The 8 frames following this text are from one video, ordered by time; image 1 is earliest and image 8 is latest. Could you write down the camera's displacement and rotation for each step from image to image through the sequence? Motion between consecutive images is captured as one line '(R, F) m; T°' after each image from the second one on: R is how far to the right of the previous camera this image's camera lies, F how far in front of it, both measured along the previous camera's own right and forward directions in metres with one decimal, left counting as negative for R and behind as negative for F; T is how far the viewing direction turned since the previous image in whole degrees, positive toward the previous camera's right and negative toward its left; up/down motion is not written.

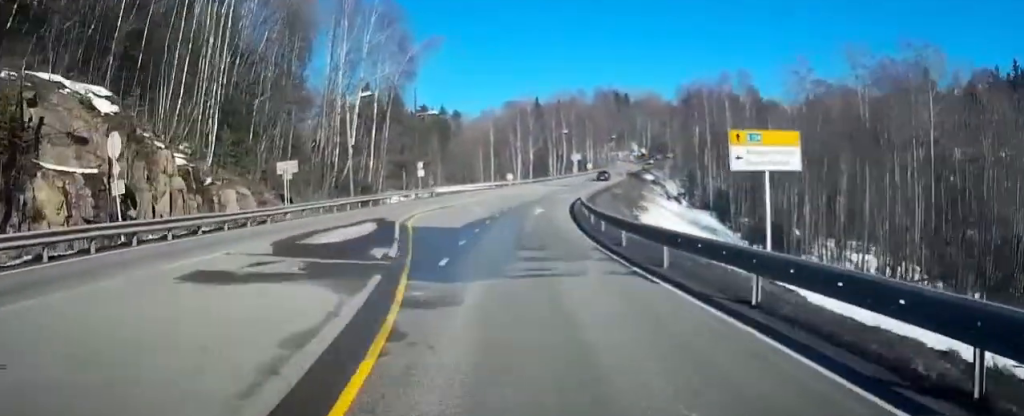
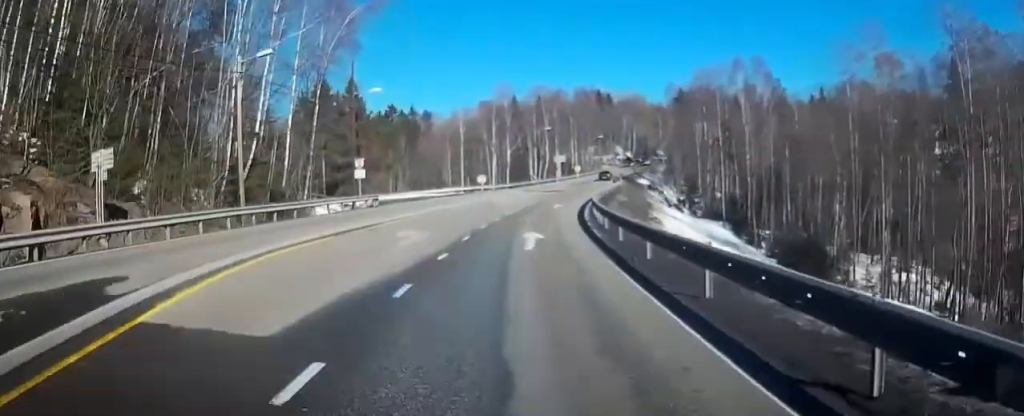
(0.0, +16.1) m; +2°
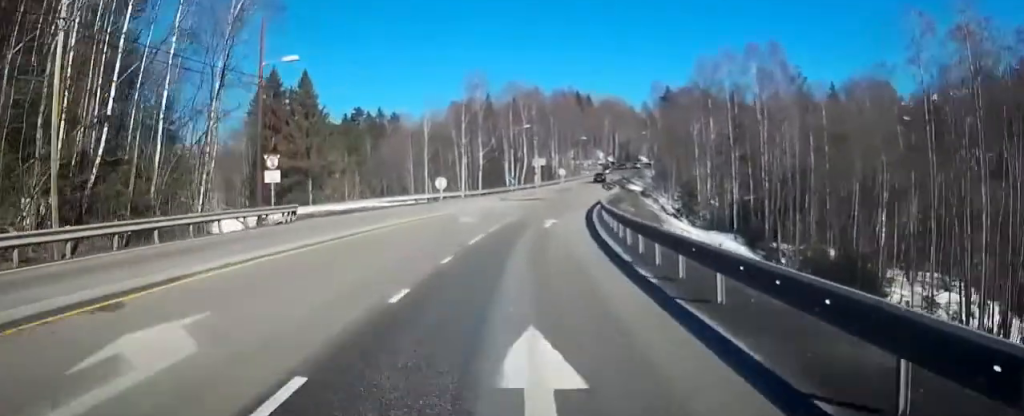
(+0.3, +12.9) m; +2°
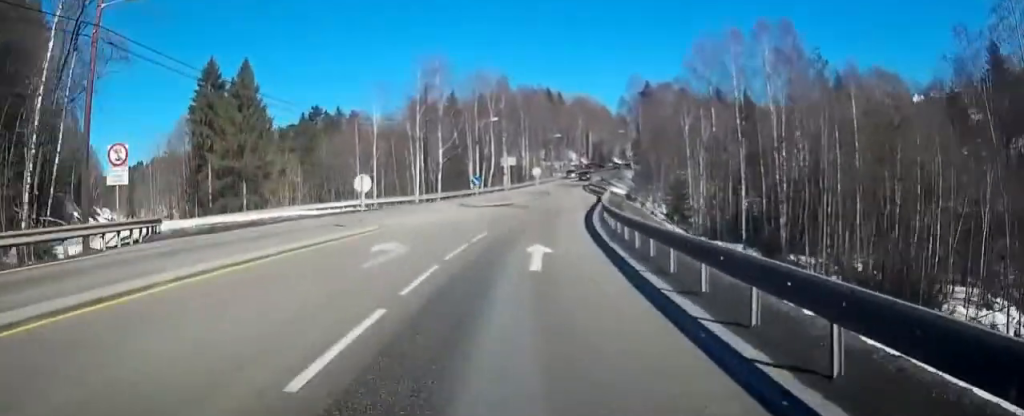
(+0.3, +11.7) m; +3°
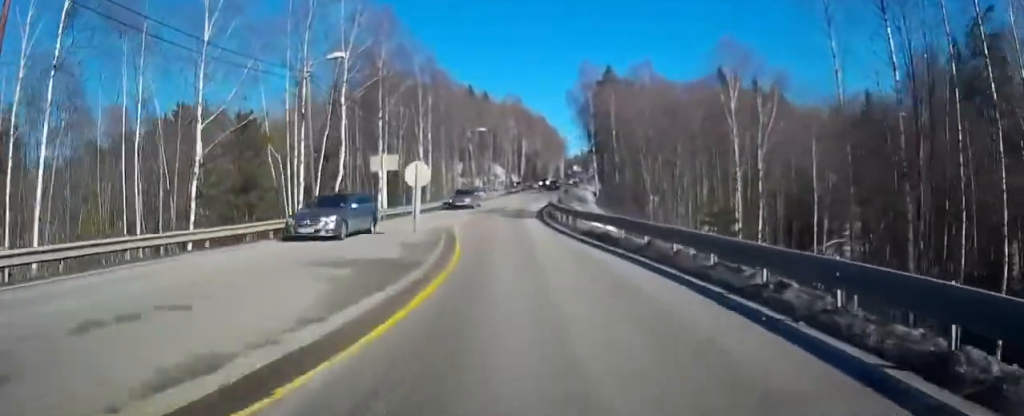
(+3.8, +41.3) m; +7°
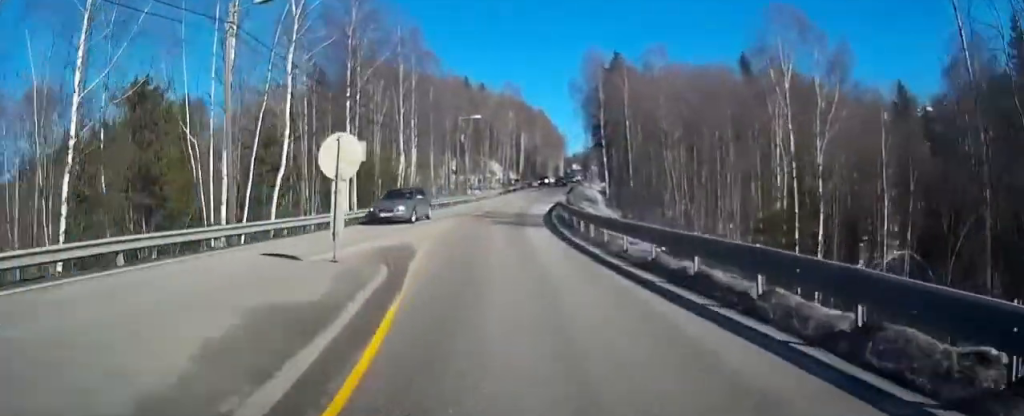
(0.0, +9.3) m; +1°
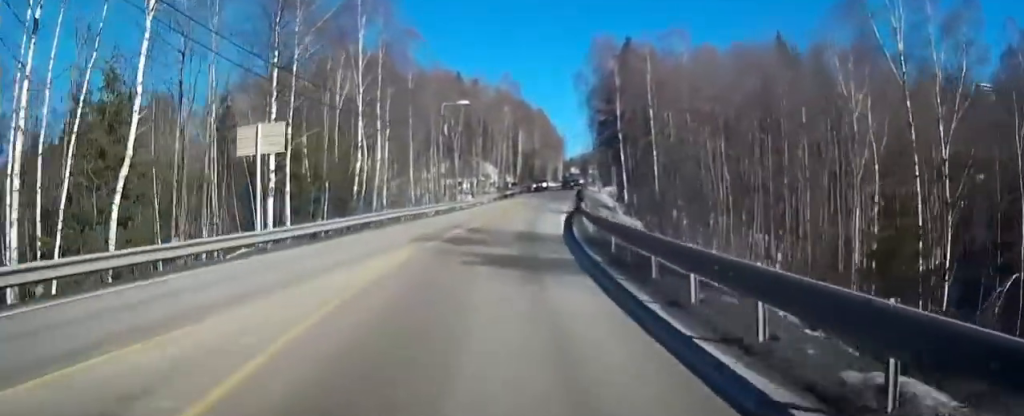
(-0.2, +11.9) m; +2°
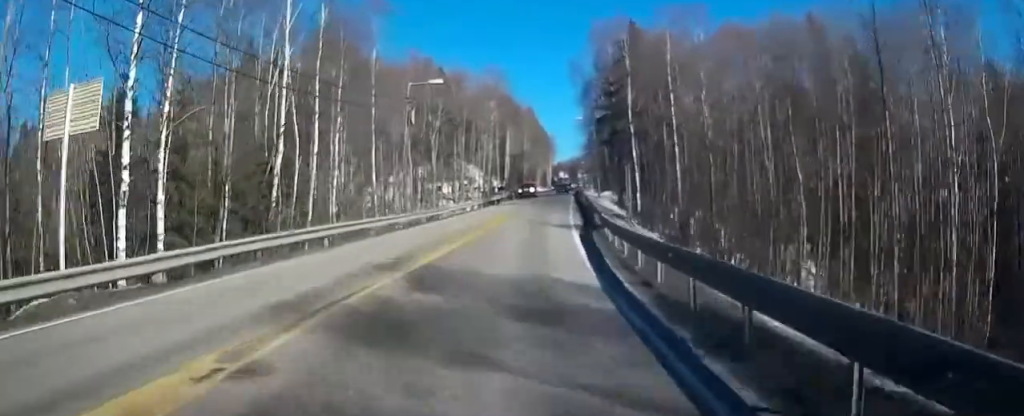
(+0.5, +9.9) m; +2°
